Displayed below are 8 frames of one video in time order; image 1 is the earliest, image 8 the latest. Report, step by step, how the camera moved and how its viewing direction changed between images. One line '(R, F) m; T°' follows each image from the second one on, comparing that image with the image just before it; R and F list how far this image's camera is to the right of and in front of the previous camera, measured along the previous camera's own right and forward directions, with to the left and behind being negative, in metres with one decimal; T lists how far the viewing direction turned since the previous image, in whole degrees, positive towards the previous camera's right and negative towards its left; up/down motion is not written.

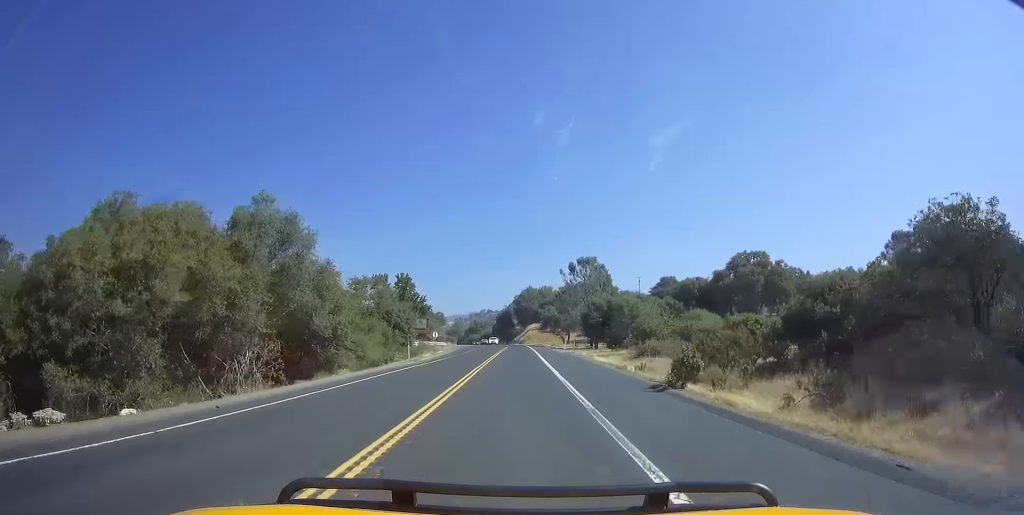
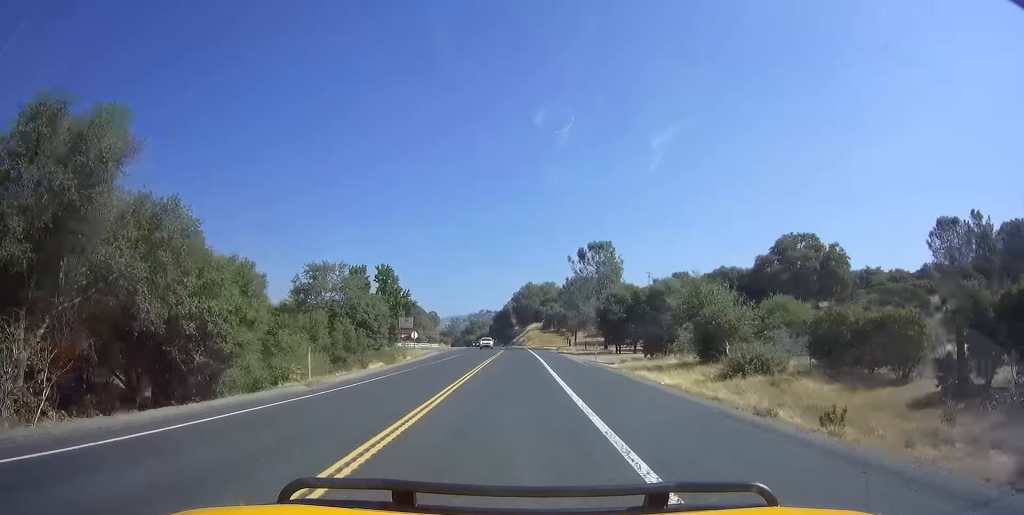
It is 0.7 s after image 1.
(0.0, +17.6) m; 0°
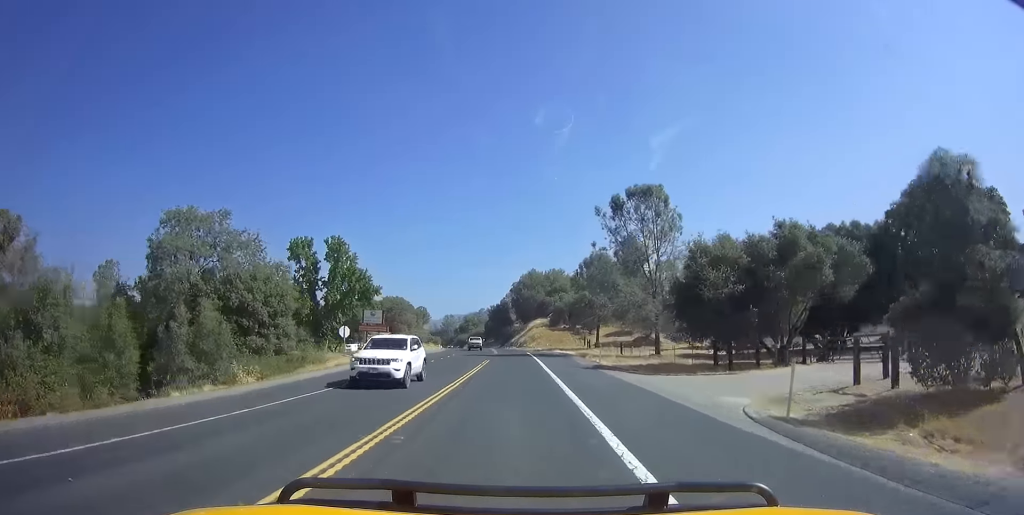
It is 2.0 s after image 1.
(+0.1, +30.3) m; 0°
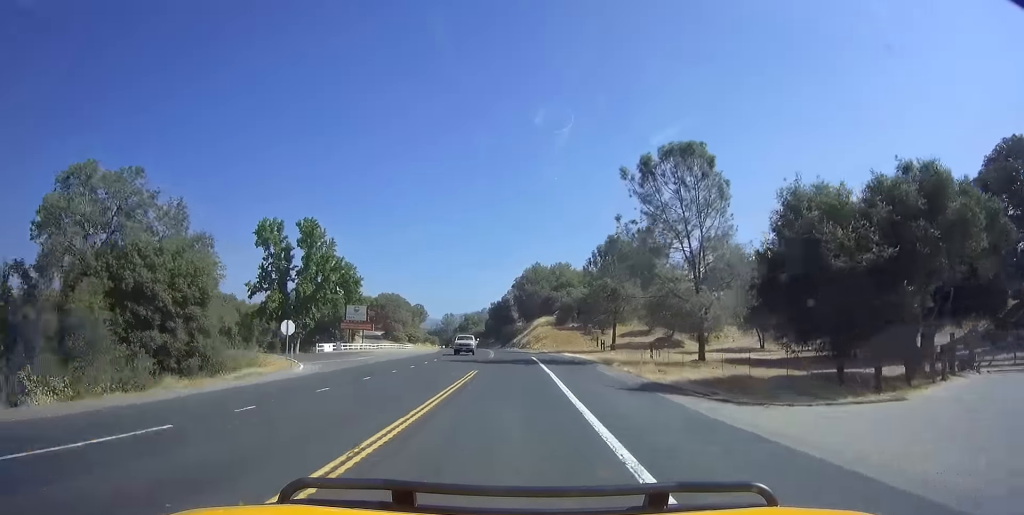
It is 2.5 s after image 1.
(0.0, +12.0) m; 0°
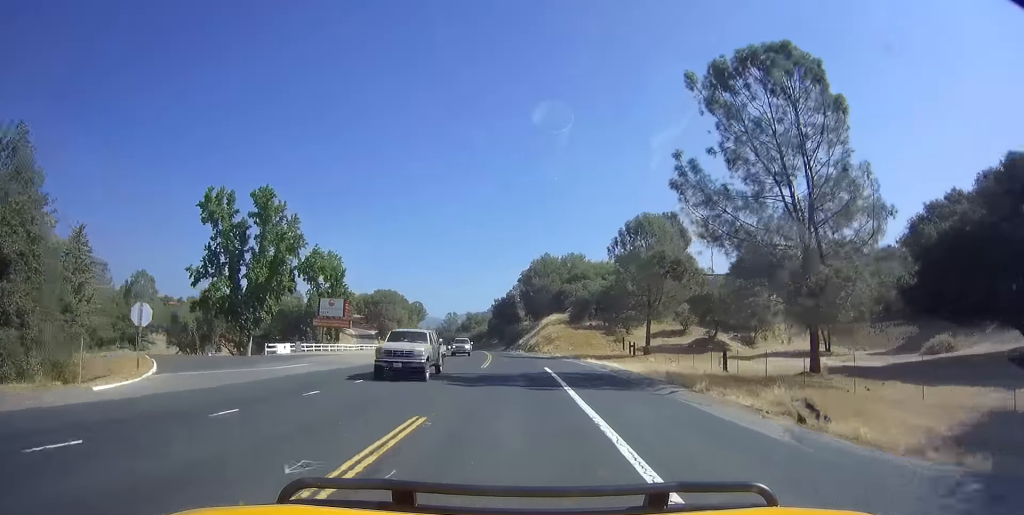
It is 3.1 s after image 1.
(-0.1, +15.2) m; 0°
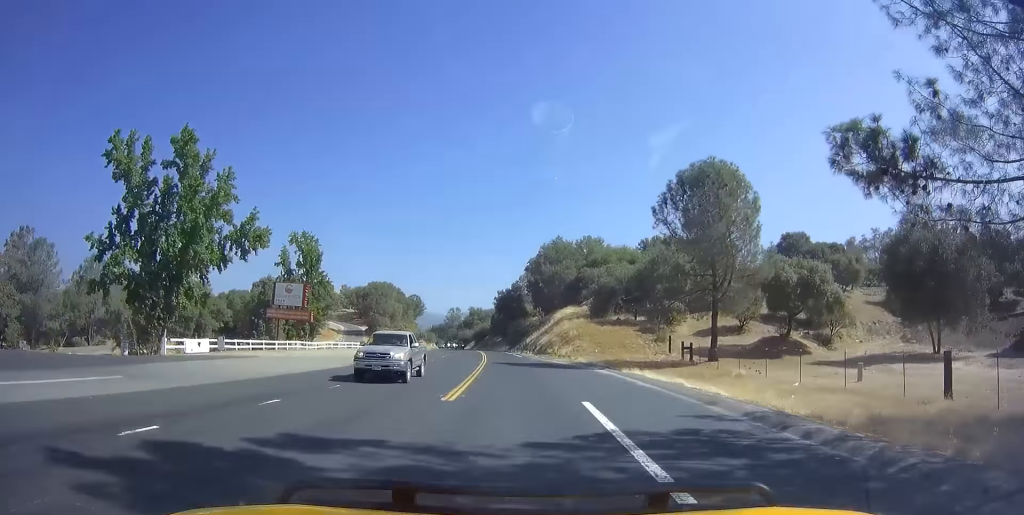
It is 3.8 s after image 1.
(+0.1, +16.6) m; -1°
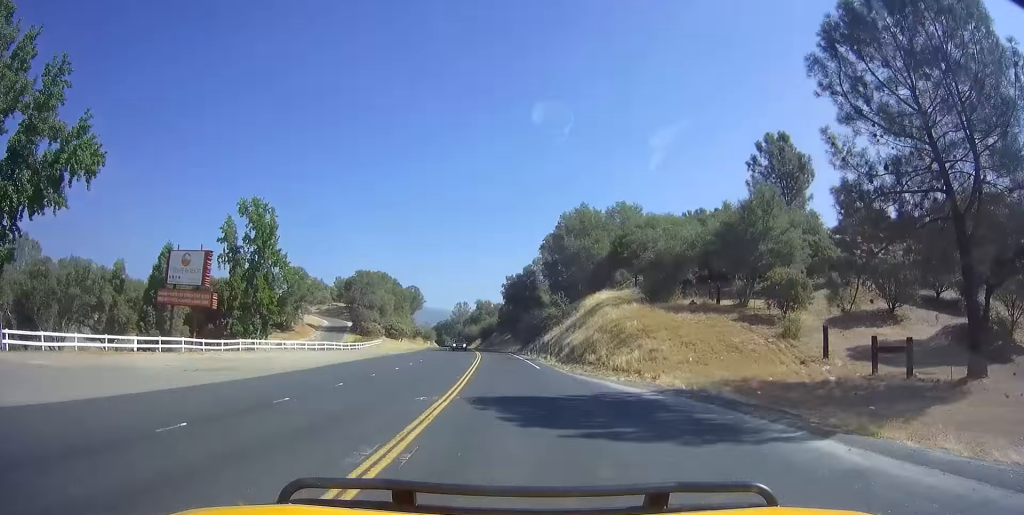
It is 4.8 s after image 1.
(-0.4, +22.1) m; -2°
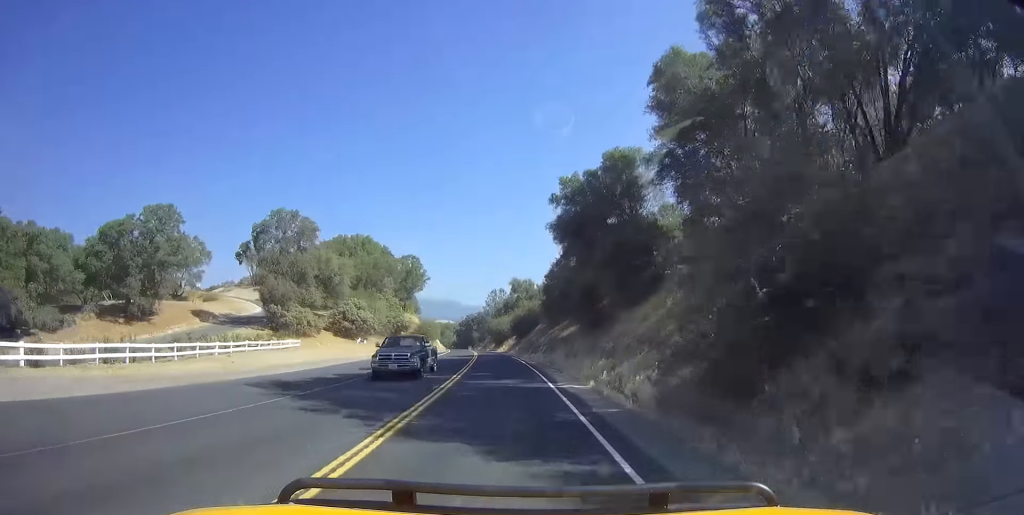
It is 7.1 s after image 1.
(-2.6, +56.1) m; -6°
